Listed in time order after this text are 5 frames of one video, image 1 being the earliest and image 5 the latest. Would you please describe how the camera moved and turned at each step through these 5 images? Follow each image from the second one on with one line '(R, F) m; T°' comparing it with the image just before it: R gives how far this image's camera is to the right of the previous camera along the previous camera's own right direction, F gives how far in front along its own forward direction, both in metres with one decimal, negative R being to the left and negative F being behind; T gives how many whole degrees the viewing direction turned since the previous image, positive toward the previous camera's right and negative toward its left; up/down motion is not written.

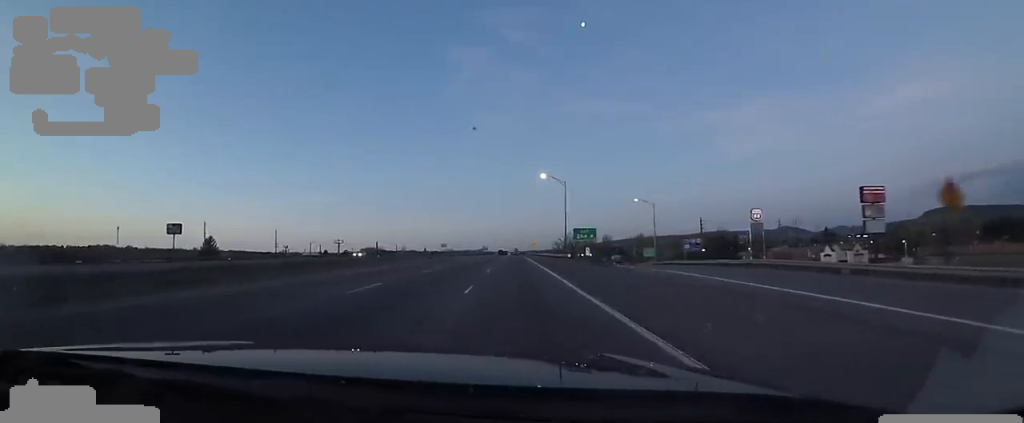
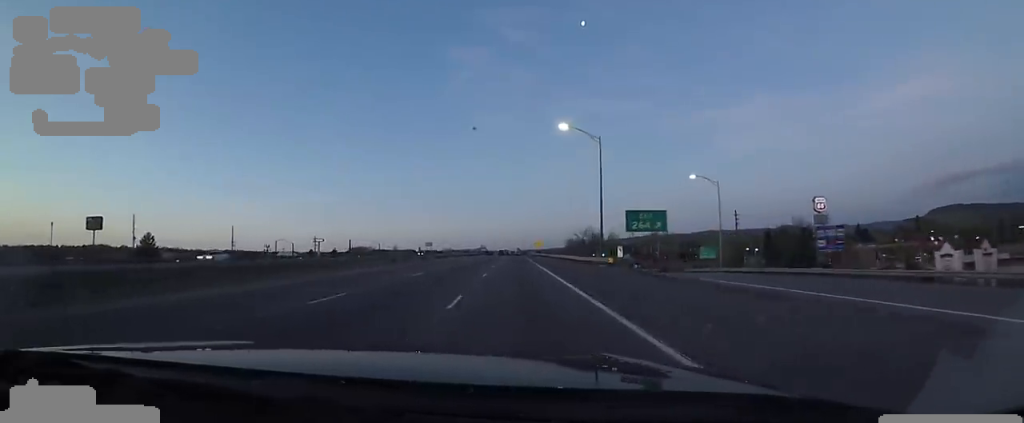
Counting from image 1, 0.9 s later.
(+0.1, +27.9) m; 0°
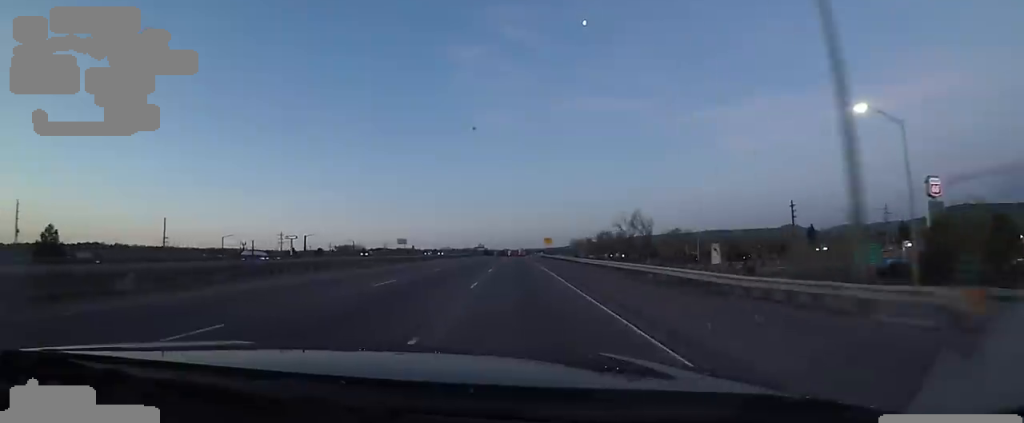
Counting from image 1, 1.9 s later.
(0.0, +30.7) m; 0°
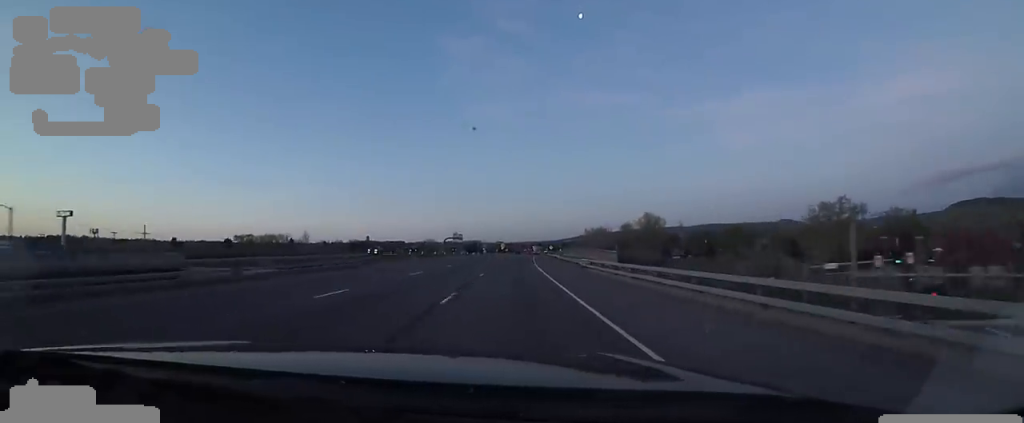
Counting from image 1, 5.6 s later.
(0.0, +111.6) m; 0°
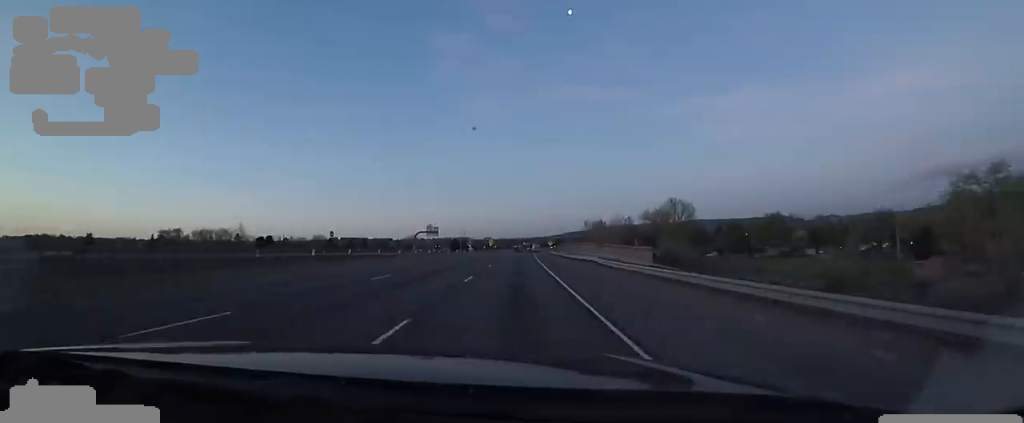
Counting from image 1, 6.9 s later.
(0.0, +42.7) m; +1°
